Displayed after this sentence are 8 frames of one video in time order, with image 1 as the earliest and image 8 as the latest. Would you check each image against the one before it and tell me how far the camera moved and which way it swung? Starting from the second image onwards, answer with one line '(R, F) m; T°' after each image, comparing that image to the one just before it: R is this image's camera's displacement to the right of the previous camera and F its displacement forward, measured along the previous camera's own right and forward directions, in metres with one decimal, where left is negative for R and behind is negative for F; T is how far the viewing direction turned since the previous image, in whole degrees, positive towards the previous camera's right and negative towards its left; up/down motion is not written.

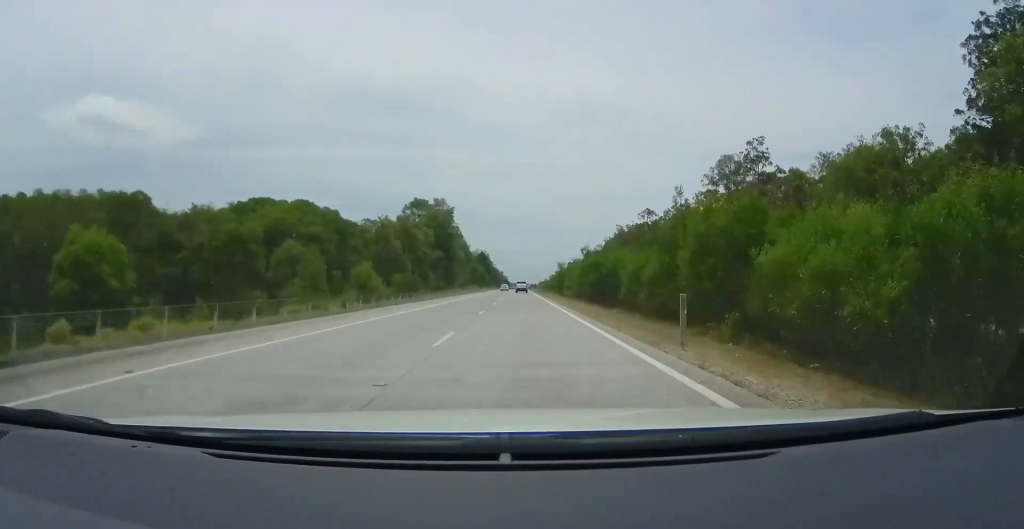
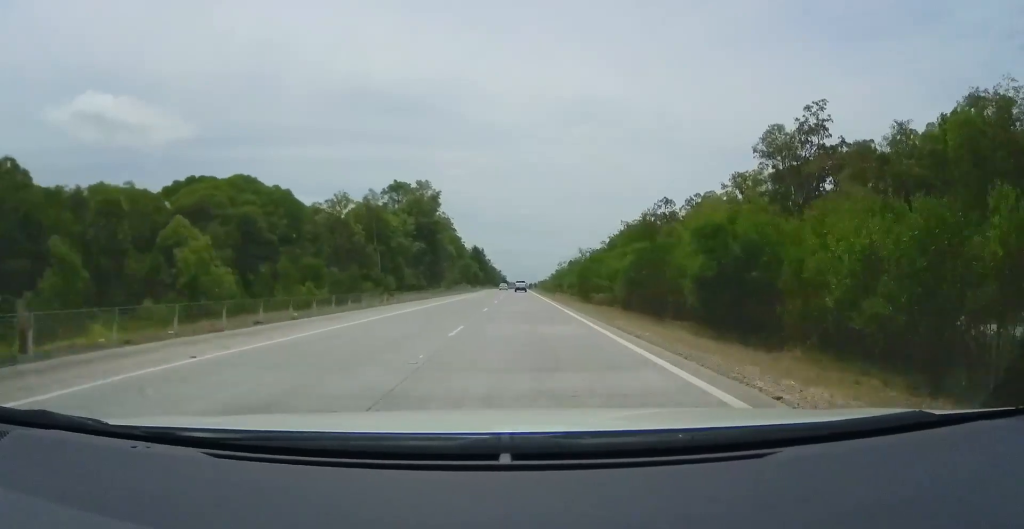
(0.0, +21.5) m; 0°
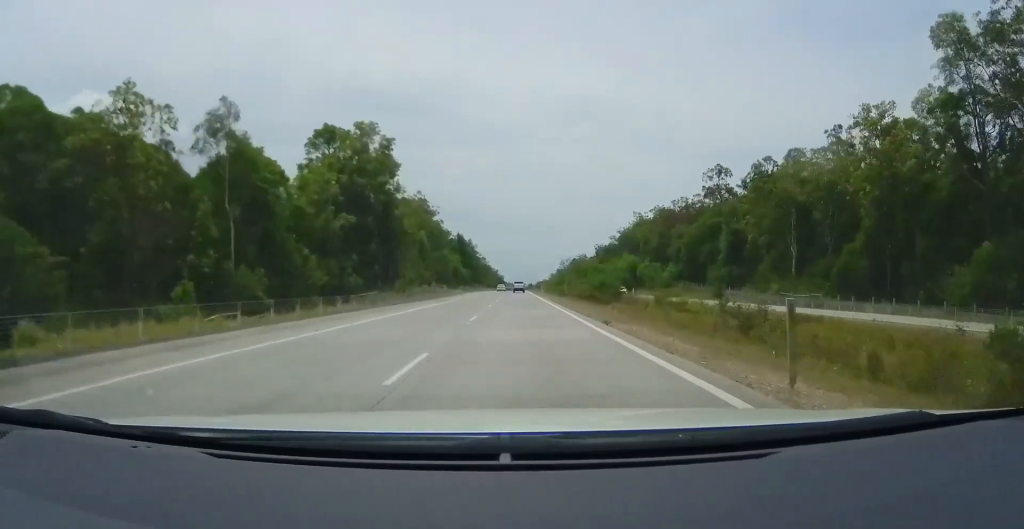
(-0.1, +41.9) m; -1°
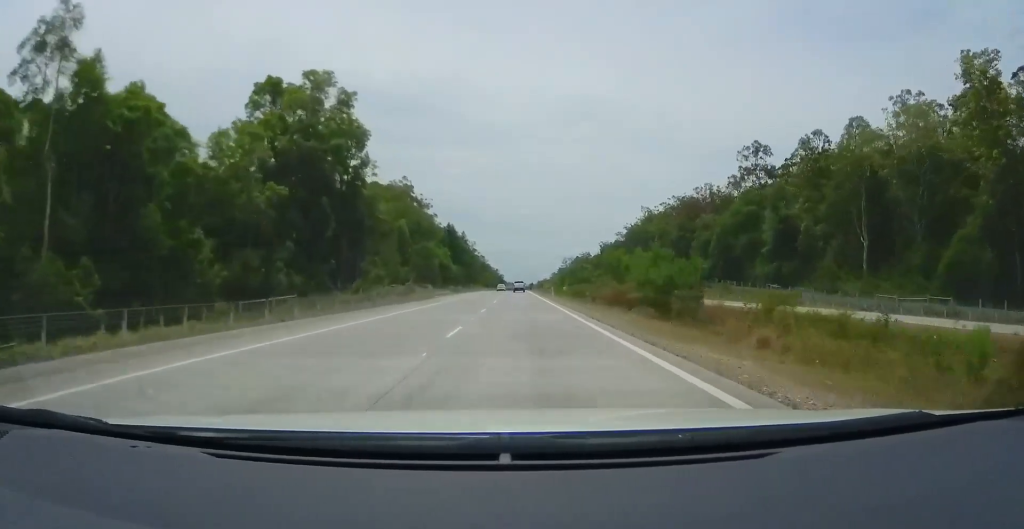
(0.0, +18.0) m; 0°
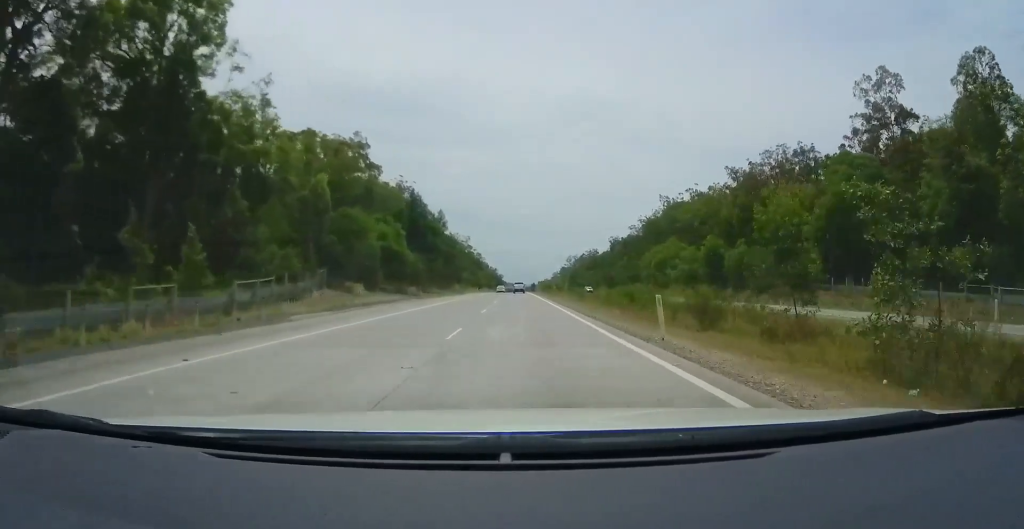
(-0.2, +36.2) m; 0°
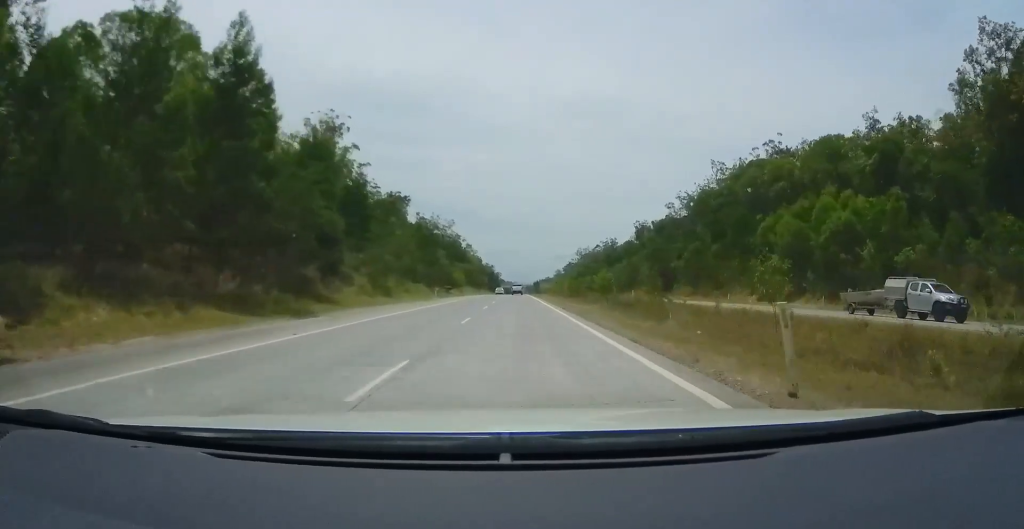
(+1.3, +66.5) m; +2°
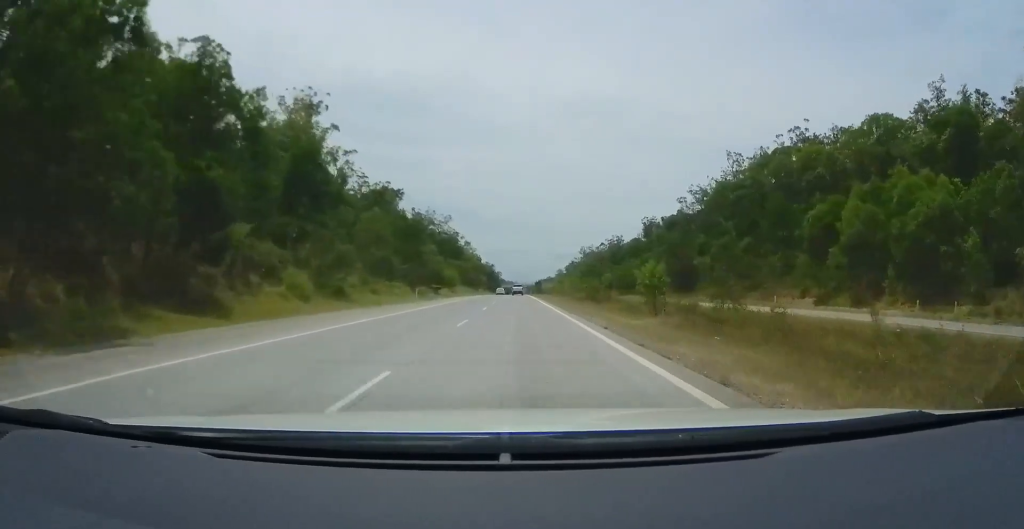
(+0.1, +13.3) m; 0°
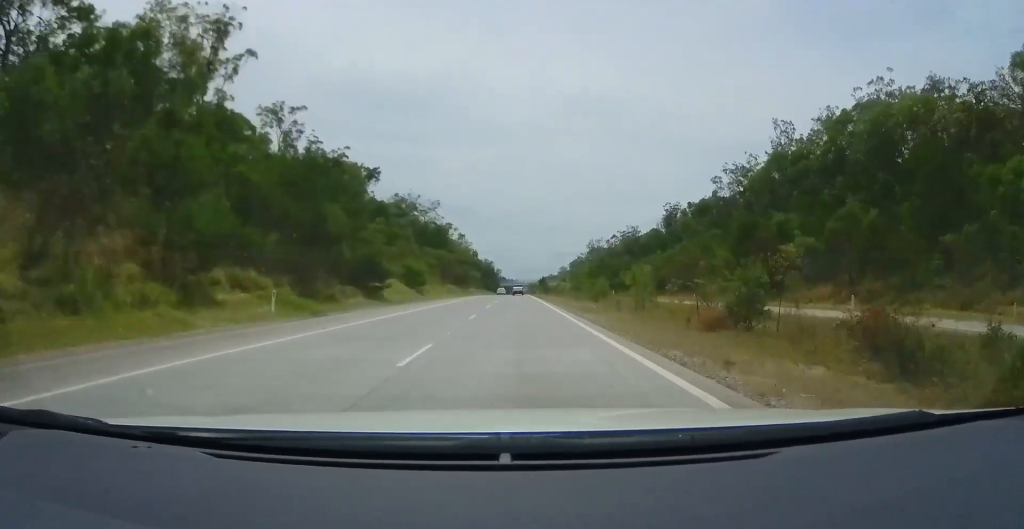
(0.0, +31.4) m; -1°
